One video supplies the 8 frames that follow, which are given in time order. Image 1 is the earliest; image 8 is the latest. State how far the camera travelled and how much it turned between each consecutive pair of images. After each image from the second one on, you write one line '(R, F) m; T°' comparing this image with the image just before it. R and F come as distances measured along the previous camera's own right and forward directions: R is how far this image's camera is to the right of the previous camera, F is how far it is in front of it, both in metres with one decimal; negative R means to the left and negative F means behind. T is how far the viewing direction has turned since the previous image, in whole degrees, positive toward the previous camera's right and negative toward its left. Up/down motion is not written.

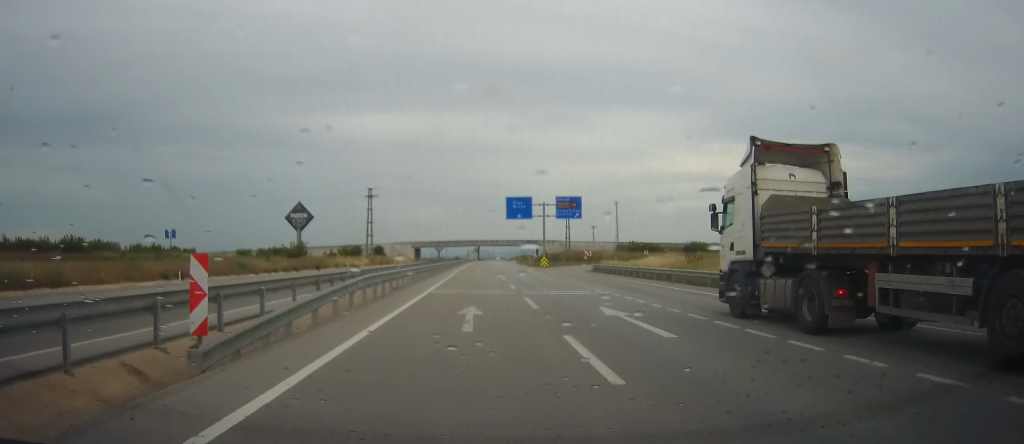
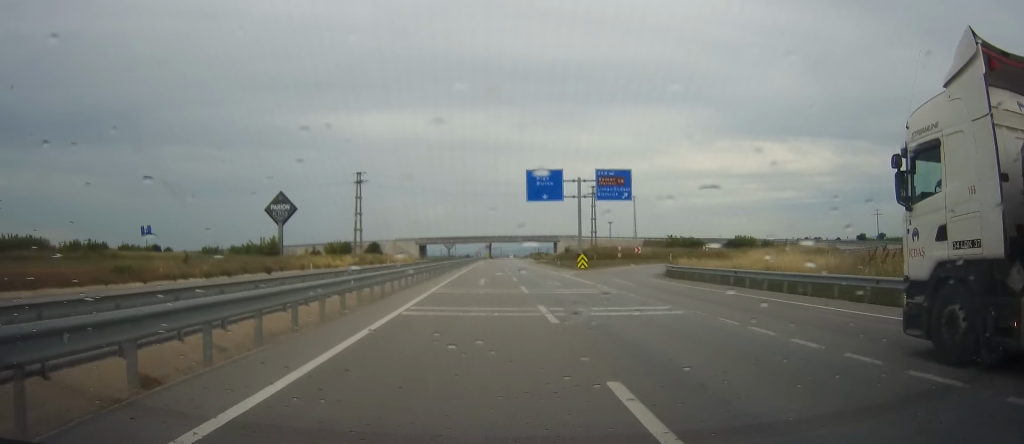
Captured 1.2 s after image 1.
(+0.2, +25.4) m; +1°
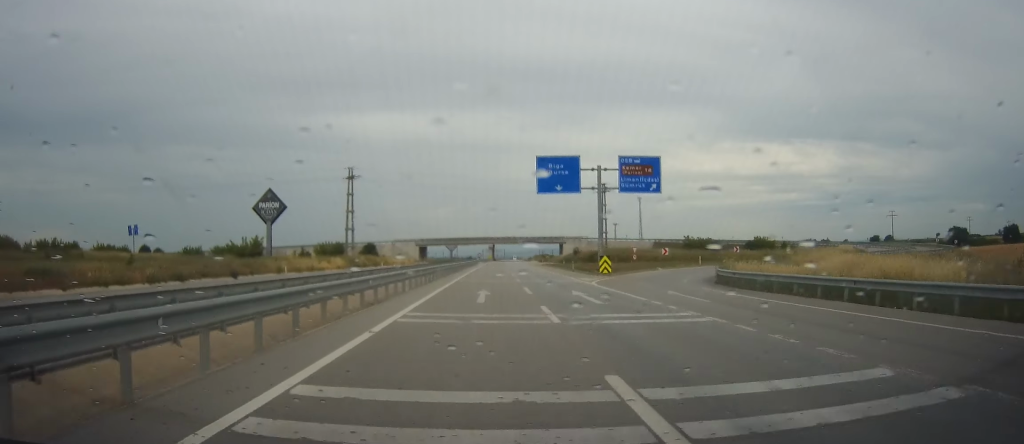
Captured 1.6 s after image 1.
(+0.2, +9.8) m; 0°
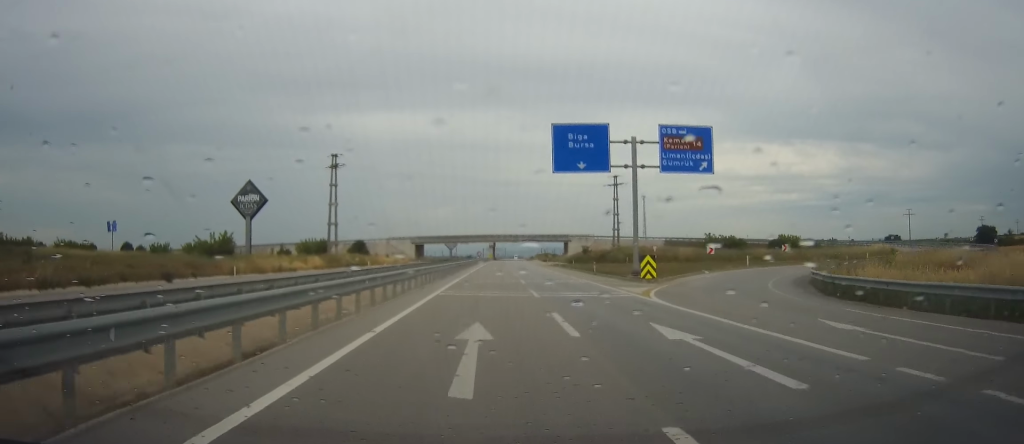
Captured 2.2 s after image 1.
(-0.1, +13.6) m; -1°
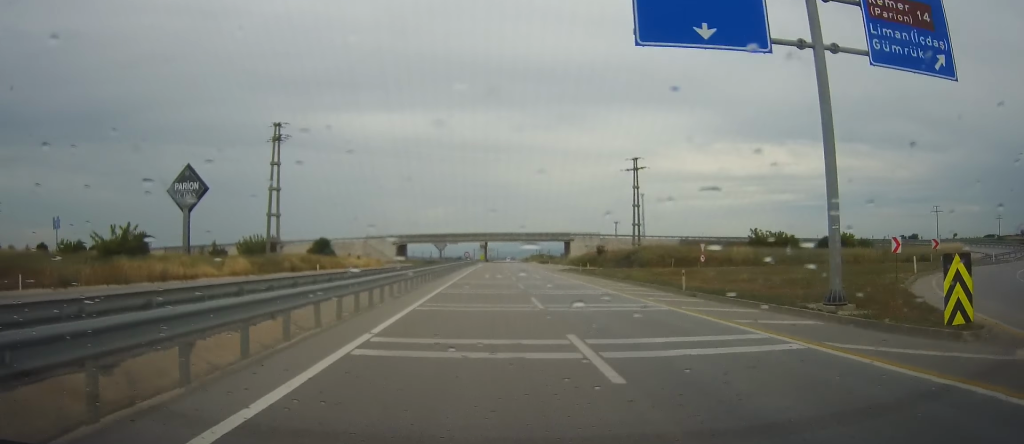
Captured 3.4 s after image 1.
(-0.5, +24.8) m; -1°
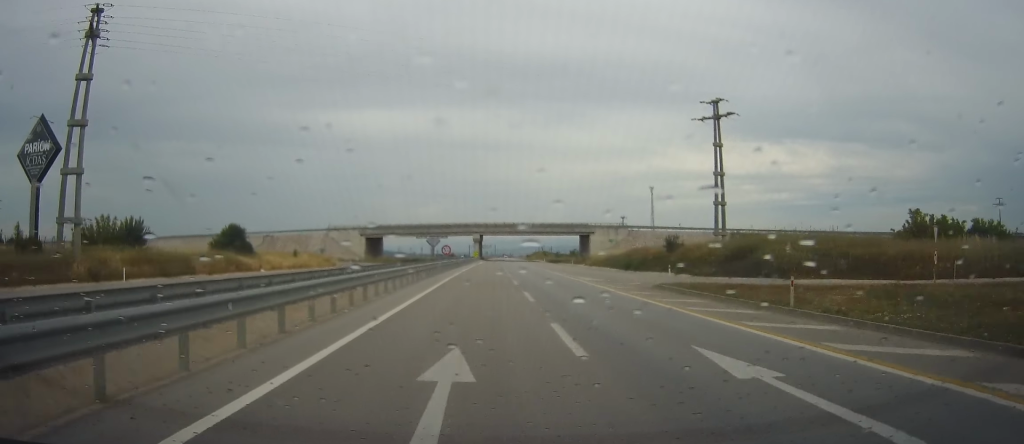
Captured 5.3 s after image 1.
(+0.9, +41.3) m; +2°
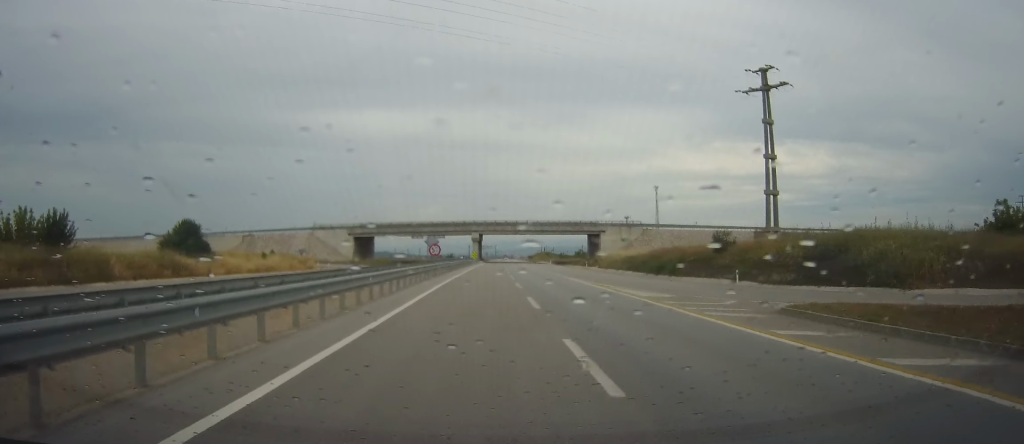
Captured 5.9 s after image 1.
(-0.1, +12.8) m; 0°
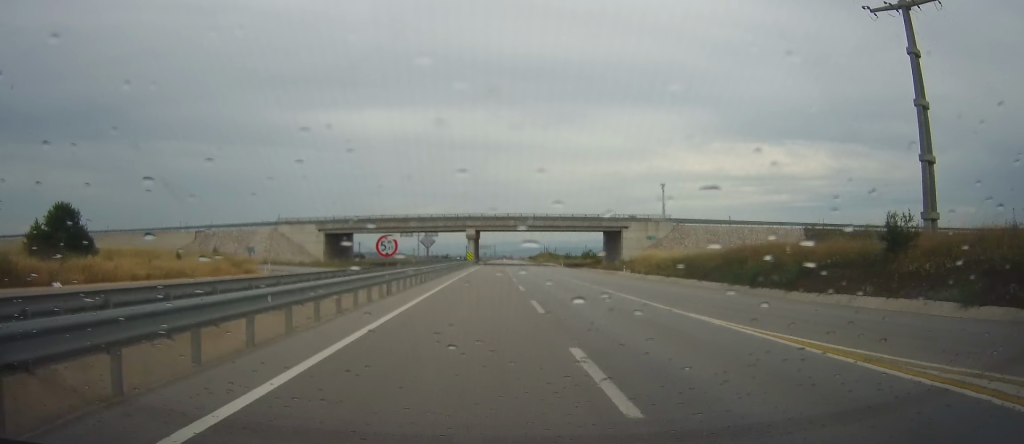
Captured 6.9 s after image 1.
(-0.2, +22.6) m; 0°
